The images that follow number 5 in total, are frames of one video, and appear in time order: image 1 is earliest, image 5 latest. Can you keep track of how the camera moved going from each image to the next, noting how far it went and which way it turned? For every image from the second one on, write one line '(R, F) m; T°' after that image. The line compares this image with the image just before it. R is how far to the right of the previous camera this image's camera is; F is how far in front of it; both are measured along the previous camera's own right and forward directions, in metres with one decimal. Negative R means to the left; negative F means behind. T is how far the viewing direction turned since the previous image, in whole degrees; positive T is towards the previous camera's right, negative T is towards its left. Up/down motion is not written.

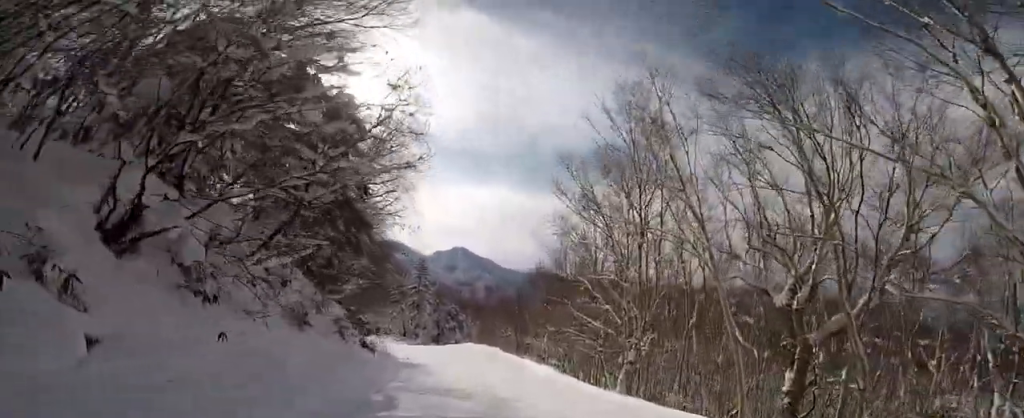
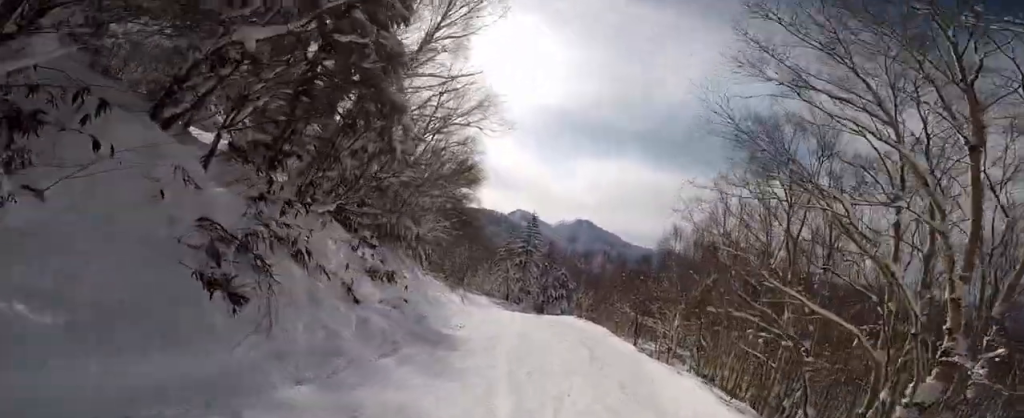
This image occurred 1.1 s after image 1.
(-0.3, +8.0) m; -15°
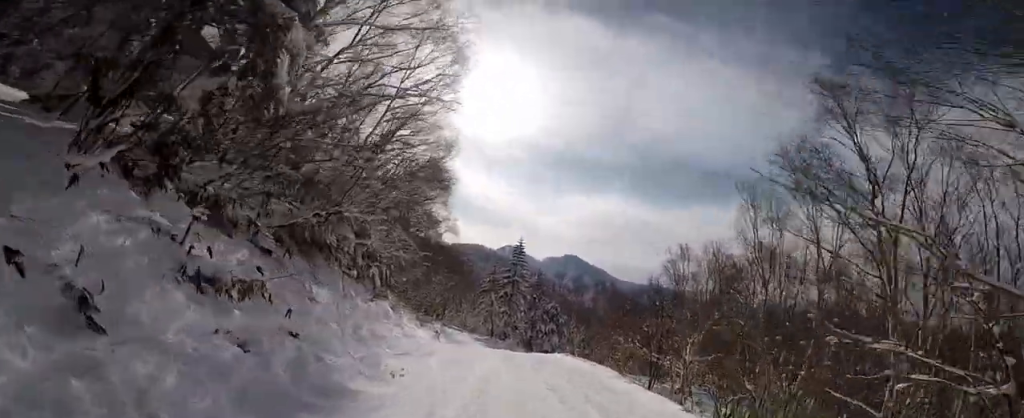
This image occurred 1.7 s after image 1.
(-0.6, +4.7) m; -10°
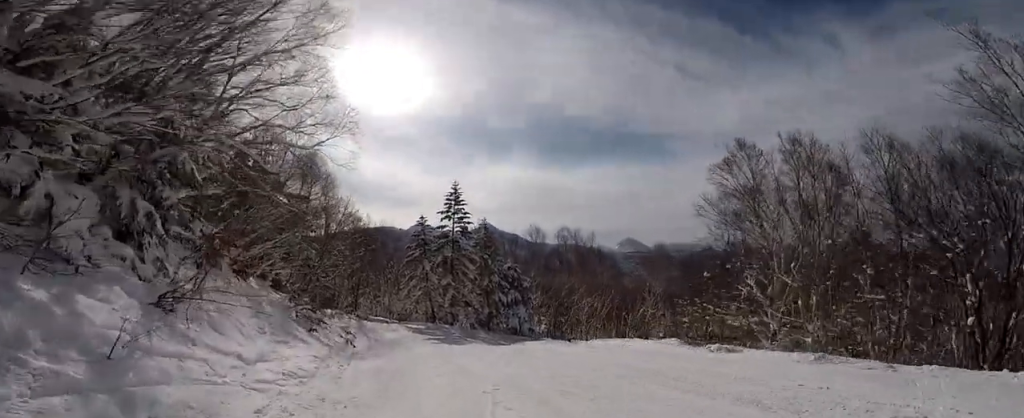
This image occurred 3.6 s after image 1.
(+0.1, +13.3) m; +8°
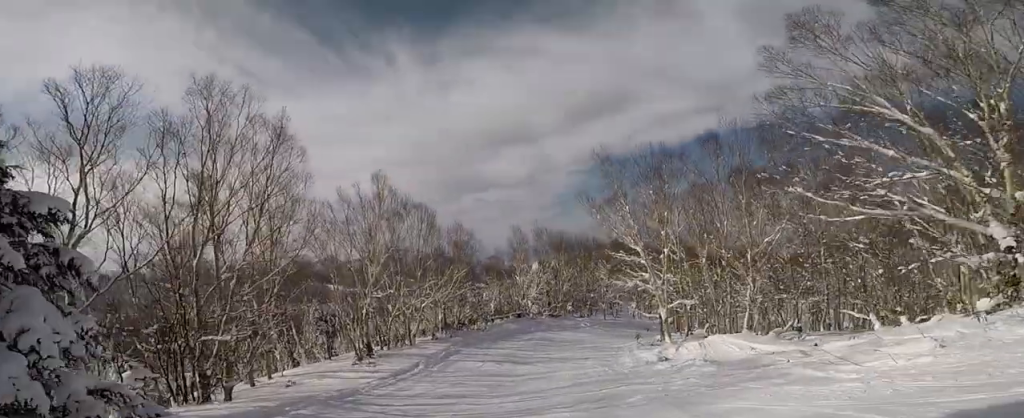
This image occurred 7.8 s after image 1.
(+11.8, +21.9) m; +82°
